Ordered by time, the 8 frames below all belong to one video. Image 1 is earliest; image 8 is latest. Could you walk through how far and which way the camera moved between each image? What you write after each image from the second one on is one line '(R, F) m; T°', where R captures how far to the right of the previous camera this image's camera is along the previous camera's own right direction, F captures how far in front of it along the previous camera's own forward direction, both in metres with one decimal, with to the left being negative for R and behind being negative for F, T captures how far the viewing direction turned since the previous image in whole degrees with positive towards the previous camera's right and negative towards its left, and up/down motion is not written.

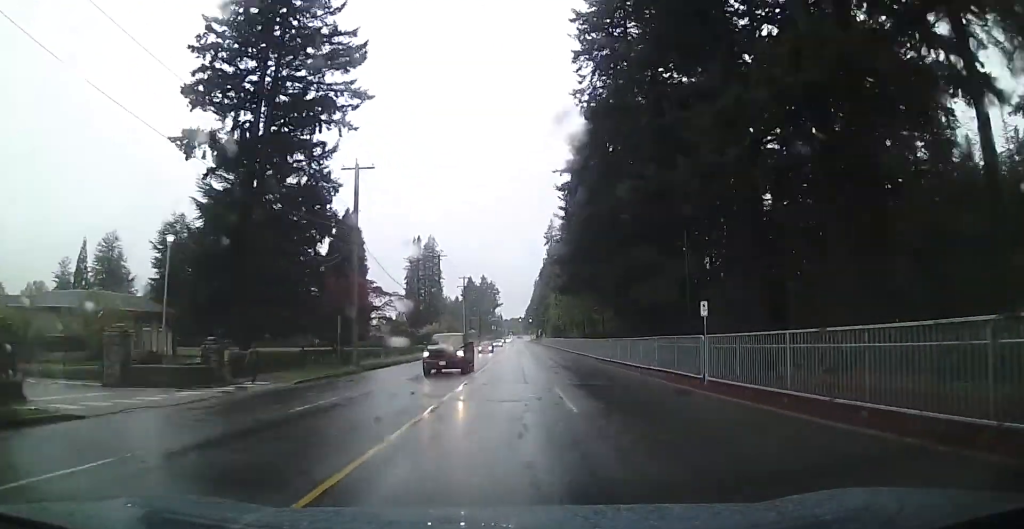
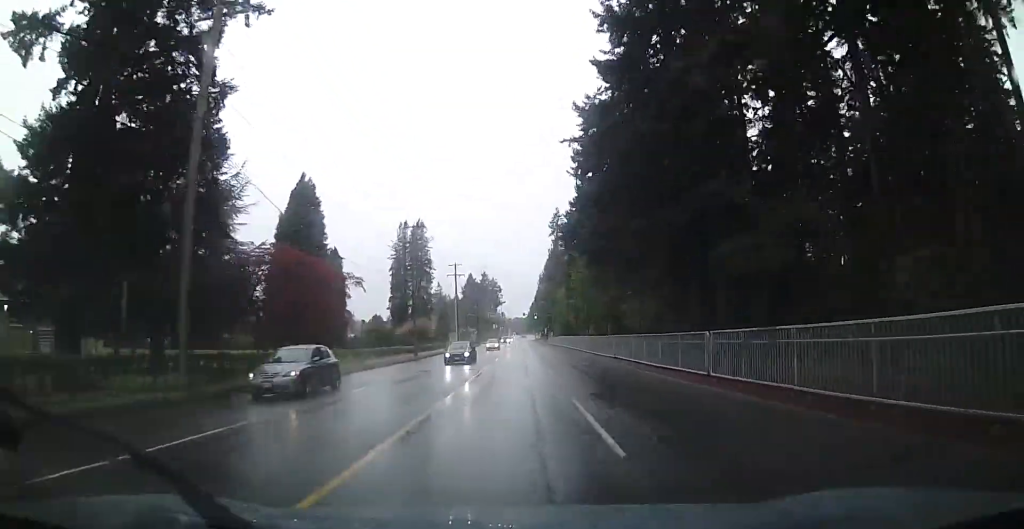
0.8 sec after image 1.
(-0.7, +18.6) m; -1°
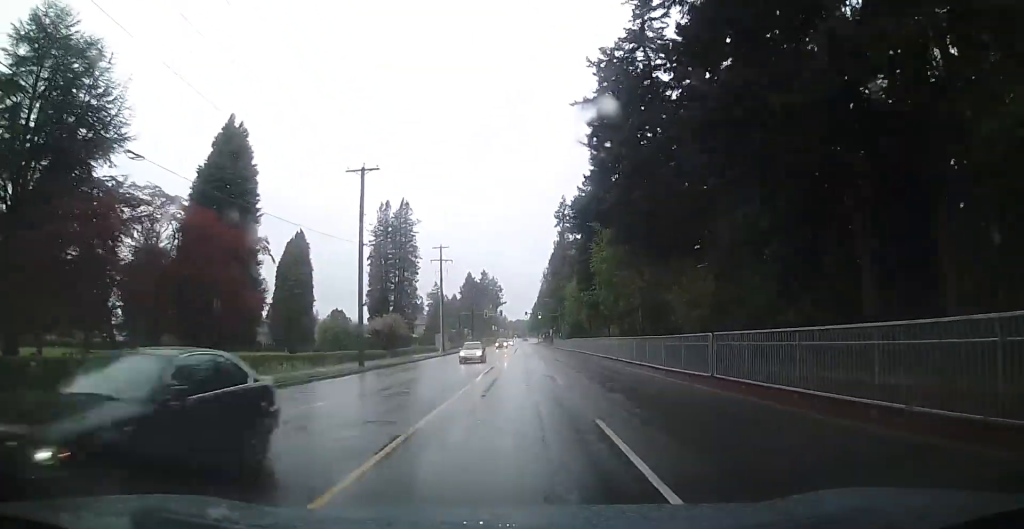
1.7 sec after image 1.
(+0.3, +18.3) m; +1°
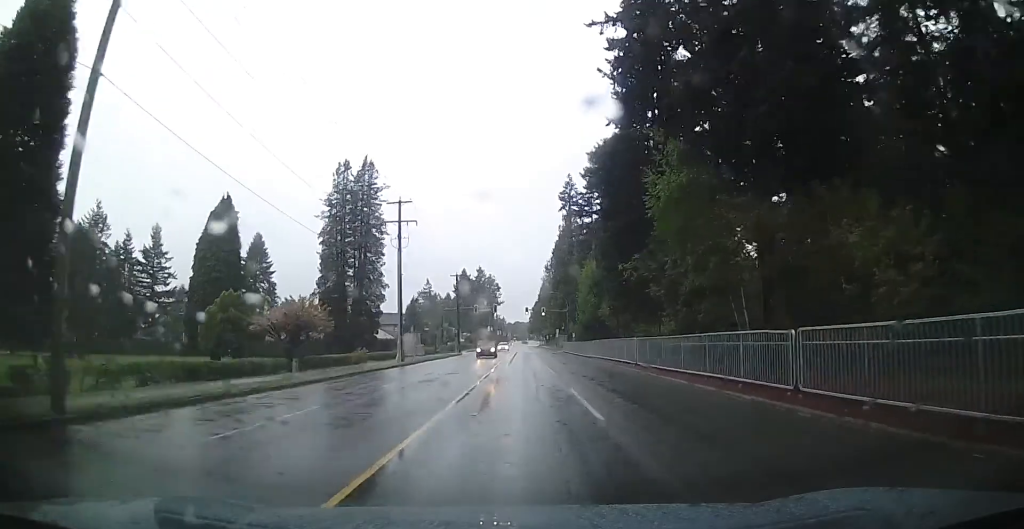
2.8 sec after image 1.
(0.0, +23.9) m; 0°
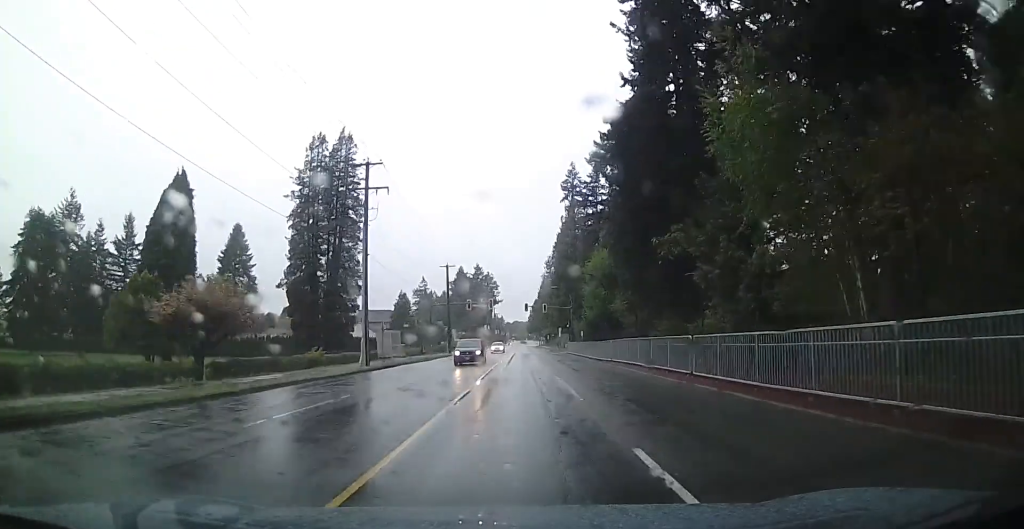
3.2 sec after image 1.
(0.0, +10.0) m; 0°
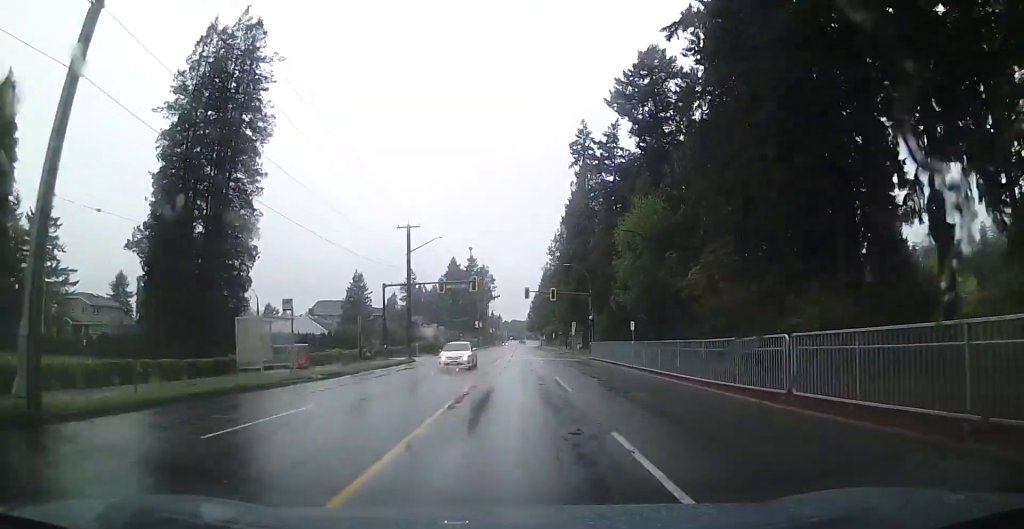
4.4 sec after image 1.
(0.0, +25.6) m; 0°
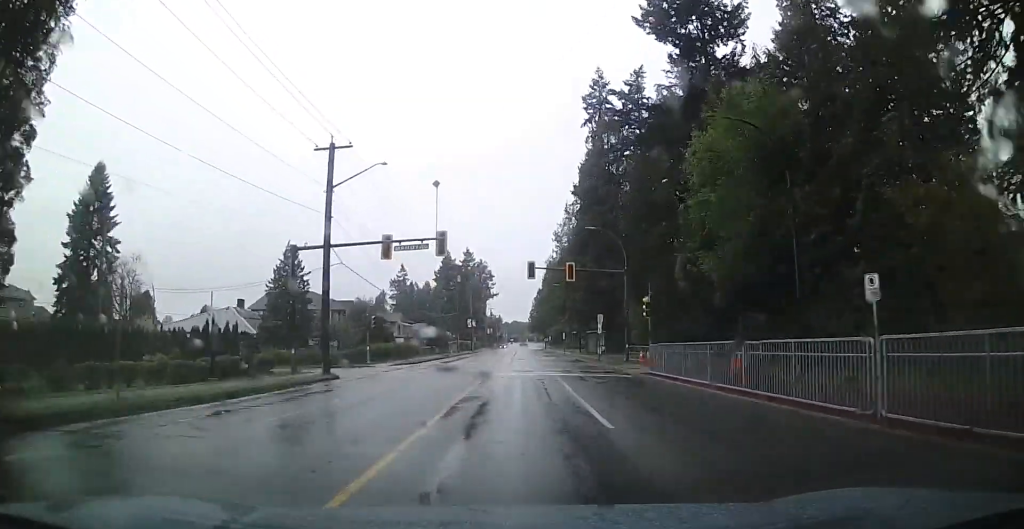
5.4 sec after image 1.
(0.0, +21.2) m; 0°
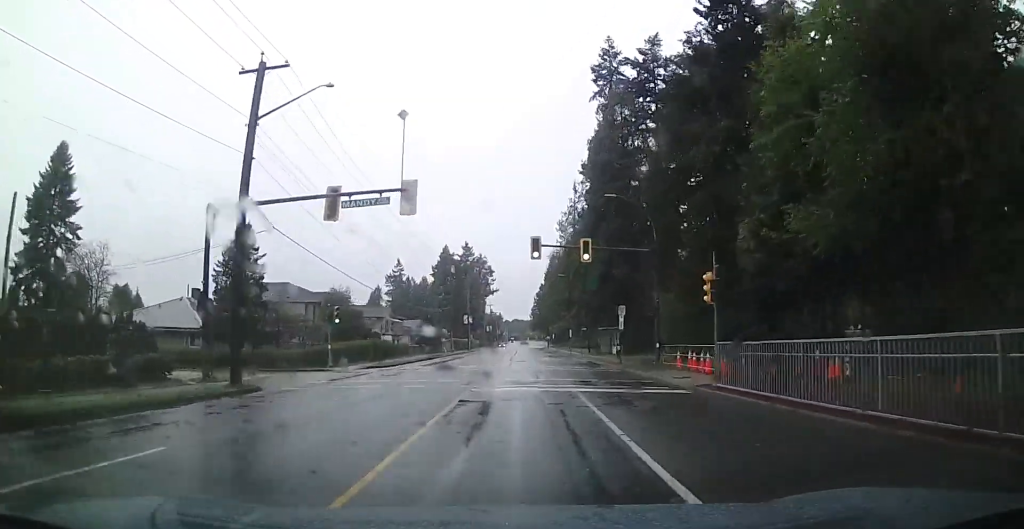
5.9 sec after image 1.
(0.0, +9.1) m; 0°
